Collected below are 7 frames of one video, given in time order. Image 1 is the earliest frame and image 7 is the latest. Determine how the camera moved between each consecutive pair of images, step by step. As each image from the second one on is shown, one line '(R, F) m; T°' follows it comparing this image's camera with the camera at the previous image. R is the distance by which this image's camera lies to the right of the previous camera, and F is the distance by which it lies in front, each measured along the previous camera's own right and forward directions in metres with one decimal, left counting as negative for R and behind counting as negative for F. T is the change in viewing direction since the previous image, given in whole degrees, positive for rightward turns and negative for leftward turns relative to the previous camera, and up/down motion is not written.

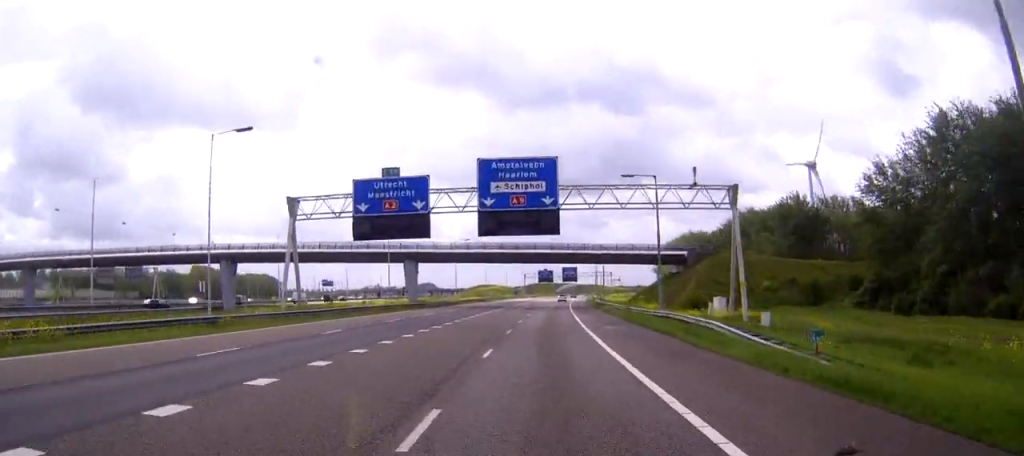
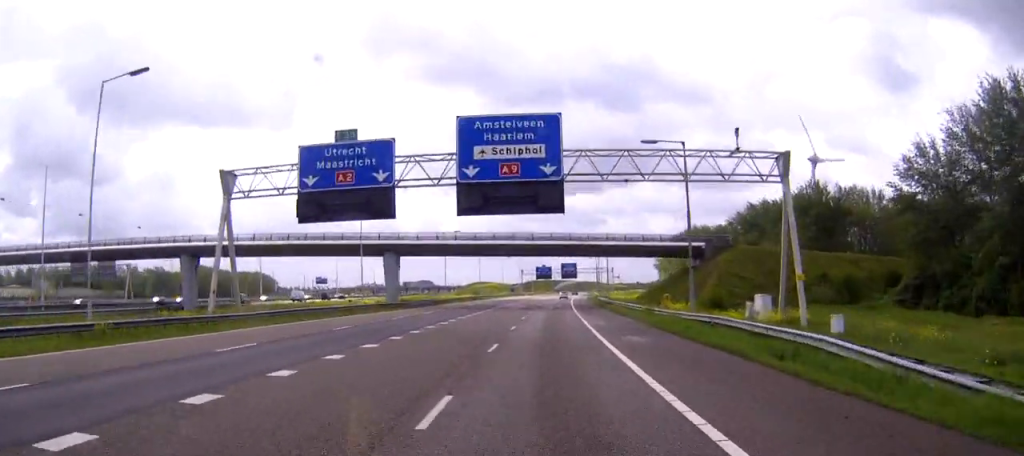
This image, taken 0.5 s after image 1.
(0.0, +10.8) m; 0°
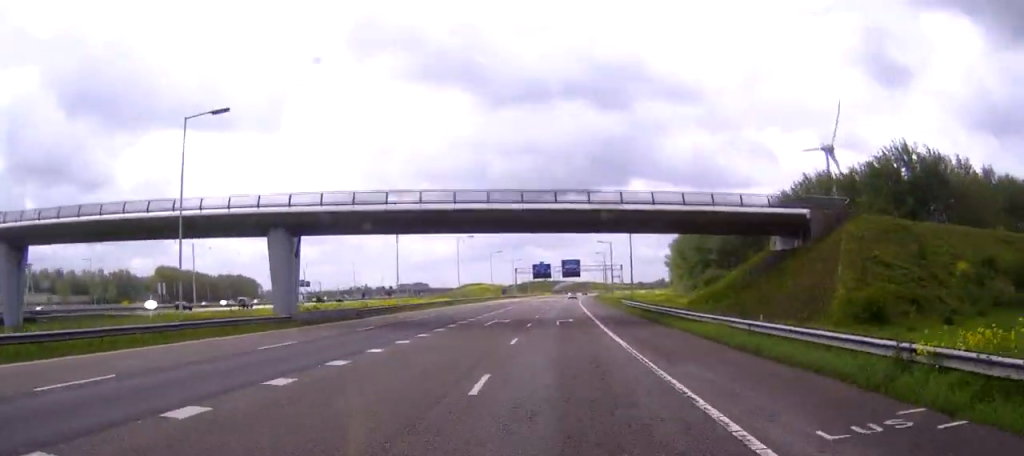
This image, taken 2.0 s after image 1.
(+0.4, +33.5) m; +1°
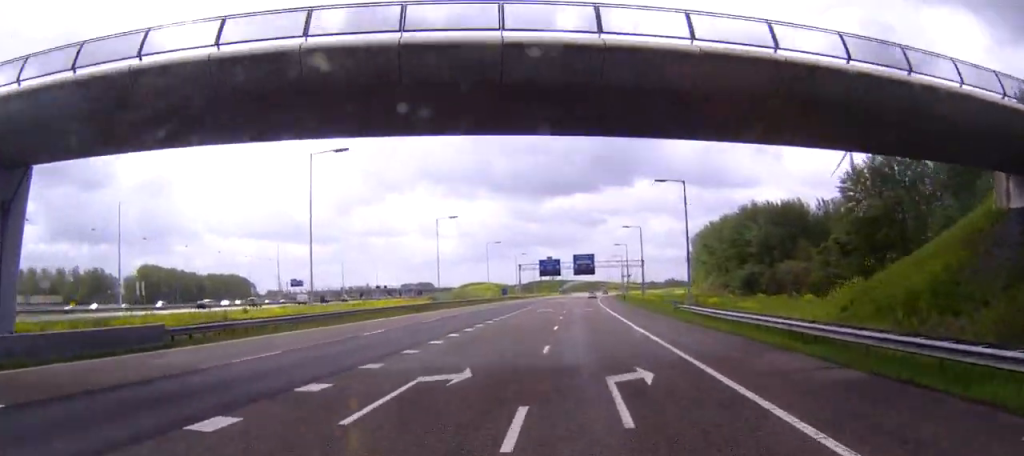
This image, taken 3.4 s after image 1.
(+0.1, +30.0) m; 0°
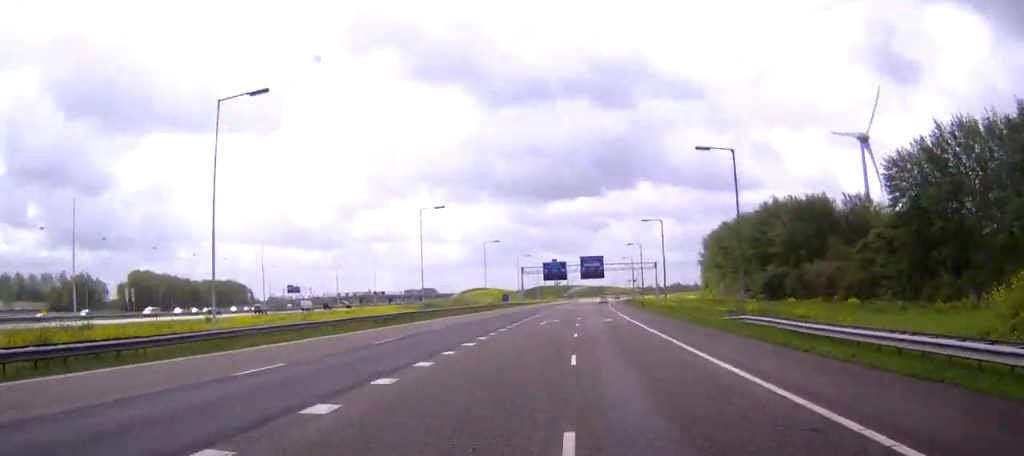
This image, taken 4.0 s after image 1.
(-0.1, +14.6) m; 0°
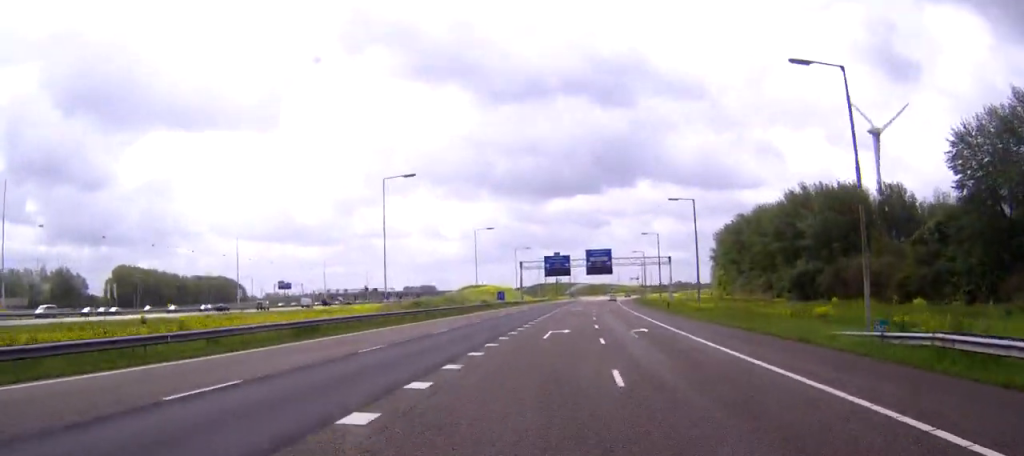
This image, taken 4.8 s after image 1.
(0.0, +18.0) m; 0°
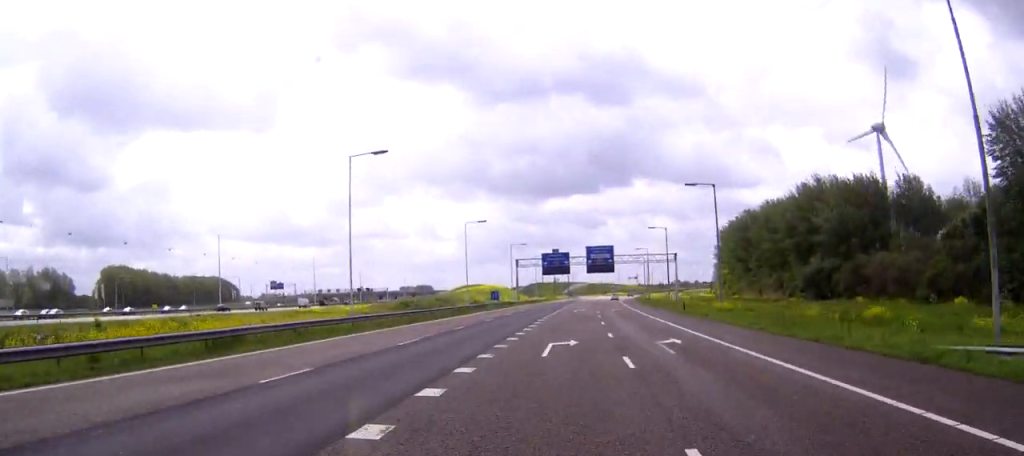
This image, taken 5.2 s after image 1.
(-0.1, +9.5) m; 0°
